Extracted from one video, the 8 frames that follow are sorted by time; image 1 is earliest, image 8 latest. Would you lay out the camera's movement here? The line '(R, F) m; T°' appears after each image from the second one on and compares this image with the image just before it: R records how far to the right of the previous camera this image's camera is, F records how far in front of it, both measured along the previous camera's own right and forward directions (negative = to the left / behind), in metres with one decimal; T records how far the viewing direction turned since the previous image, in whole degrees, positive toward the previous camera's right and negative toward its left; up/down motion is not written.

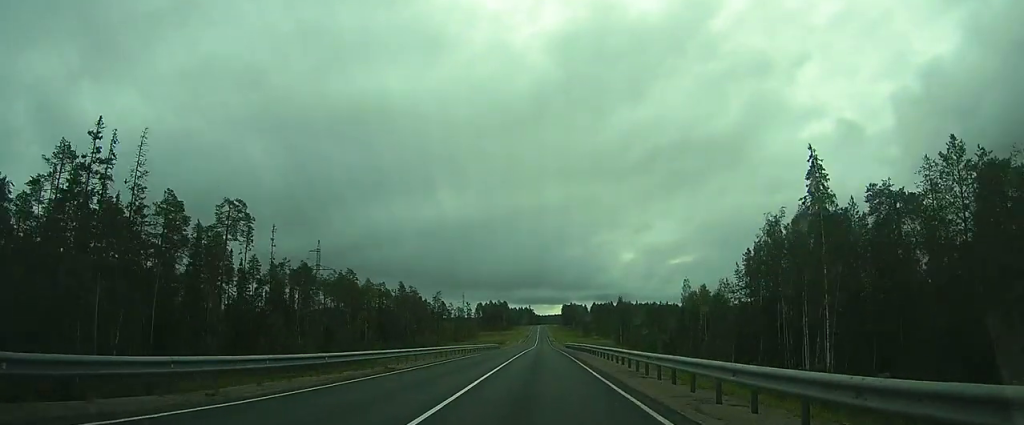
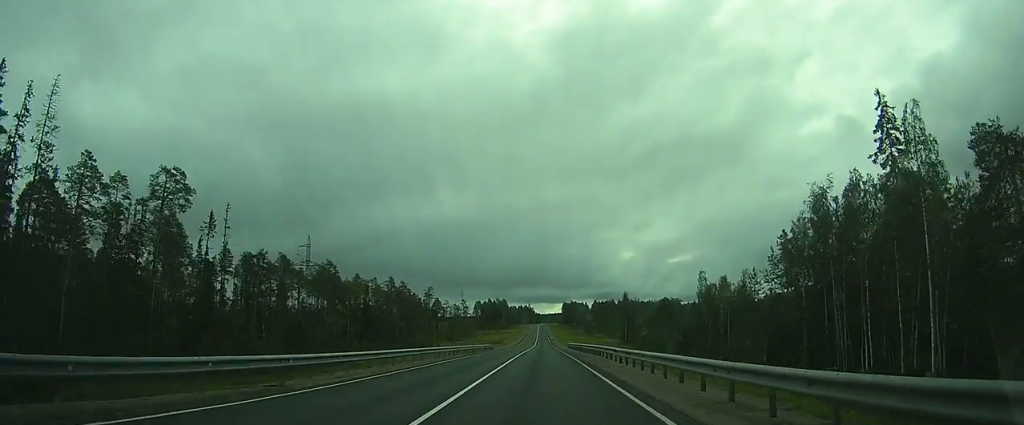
(0.0, +10.7) m; 0°
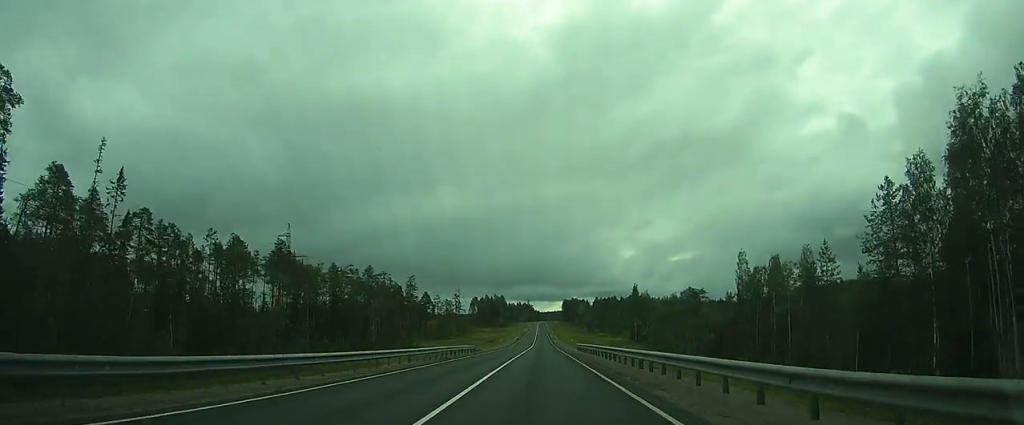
(0.0, +19.1) m; -1°
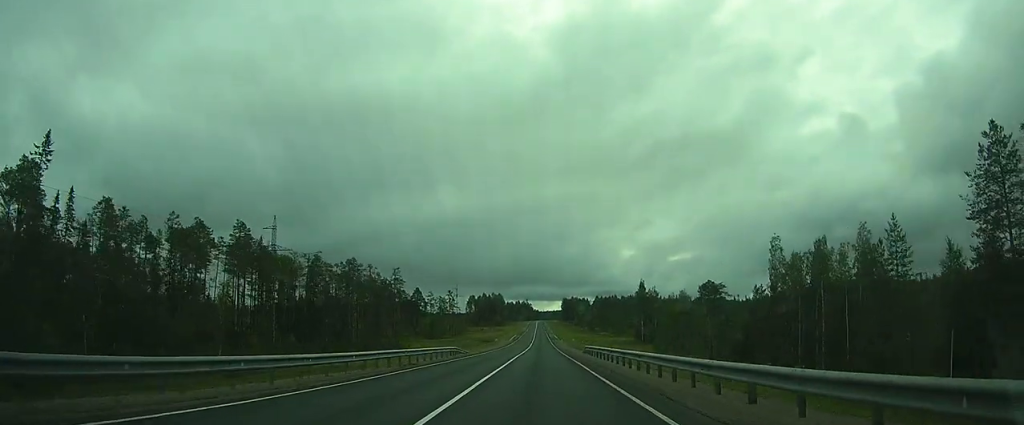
(0.0, +11.5) m; -1°
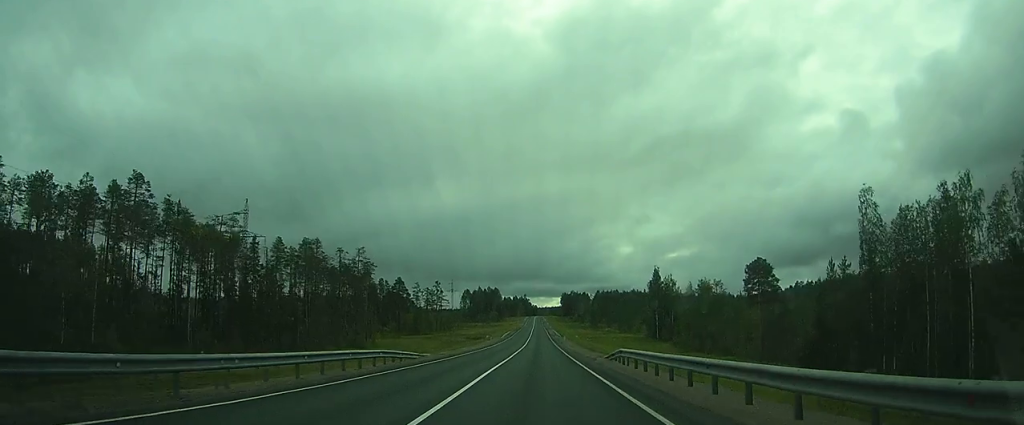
(-0.5, +20.0) m; -2°
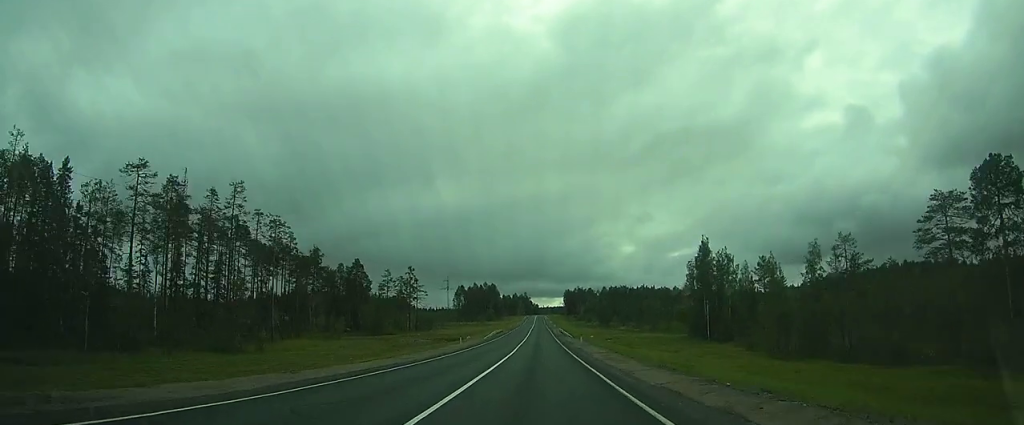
(-0.1, +36.3) m; +1°
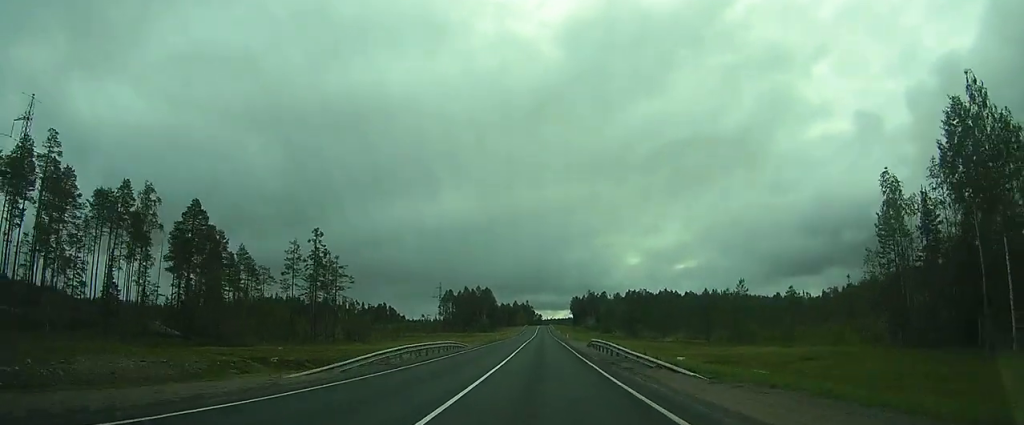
(+1.9, +59.4) m; +2°
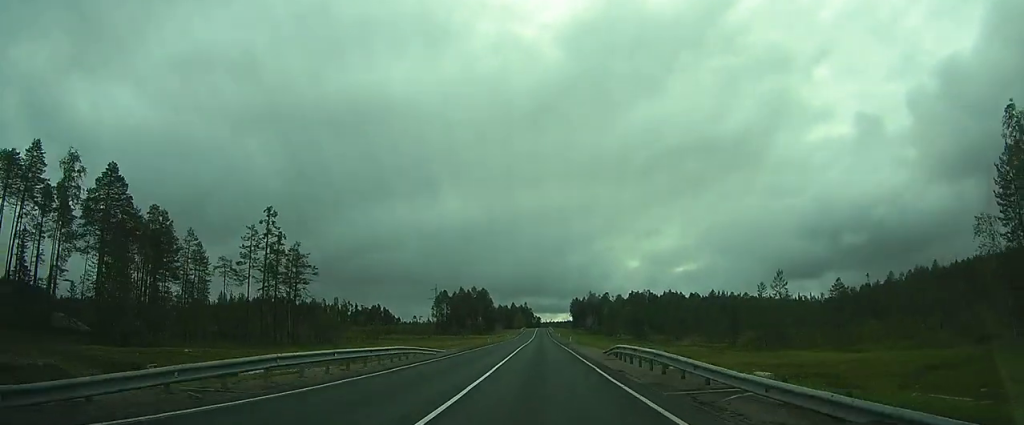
(0.0, +14.2) m; 0°
